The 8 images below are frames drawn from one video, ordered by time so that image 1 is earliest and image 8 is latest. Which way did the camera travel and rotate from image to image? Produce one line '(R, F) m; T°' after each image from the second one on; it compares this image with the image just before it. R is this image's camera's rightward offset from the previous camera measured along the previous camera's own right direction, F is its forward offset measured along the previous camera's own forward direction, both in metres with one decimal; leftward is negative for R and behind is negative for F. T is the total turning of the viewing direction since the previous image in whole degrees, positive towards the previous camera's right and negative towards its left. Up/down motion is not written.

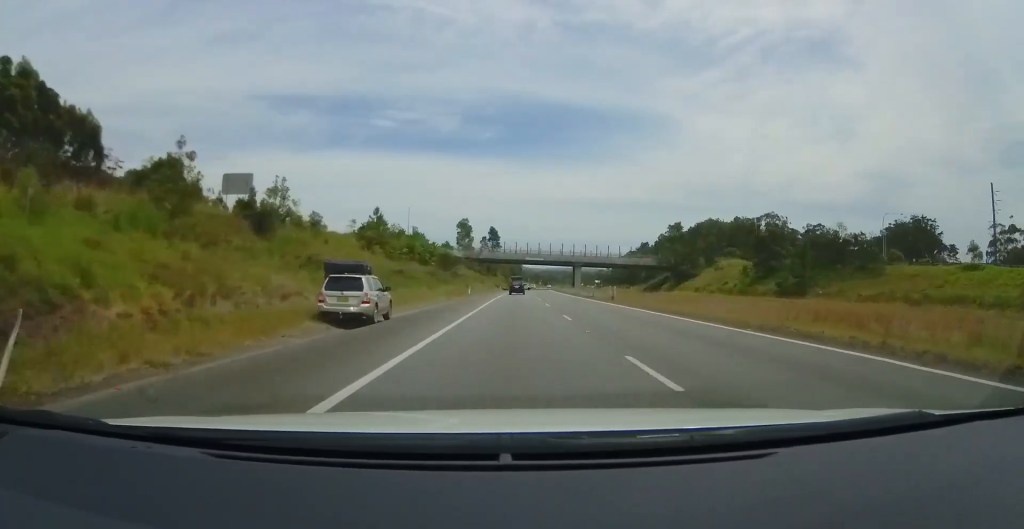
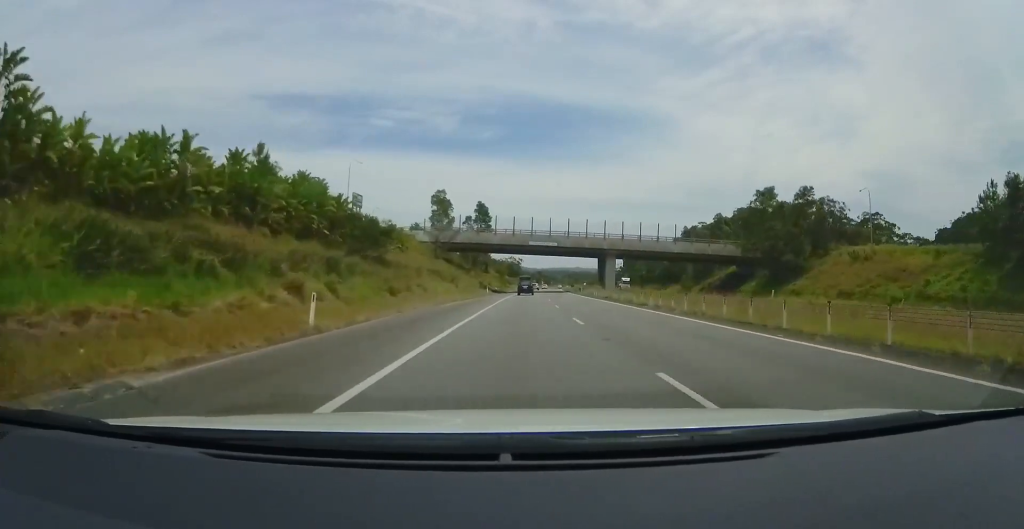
(+0.7, +50.0) m; +2°
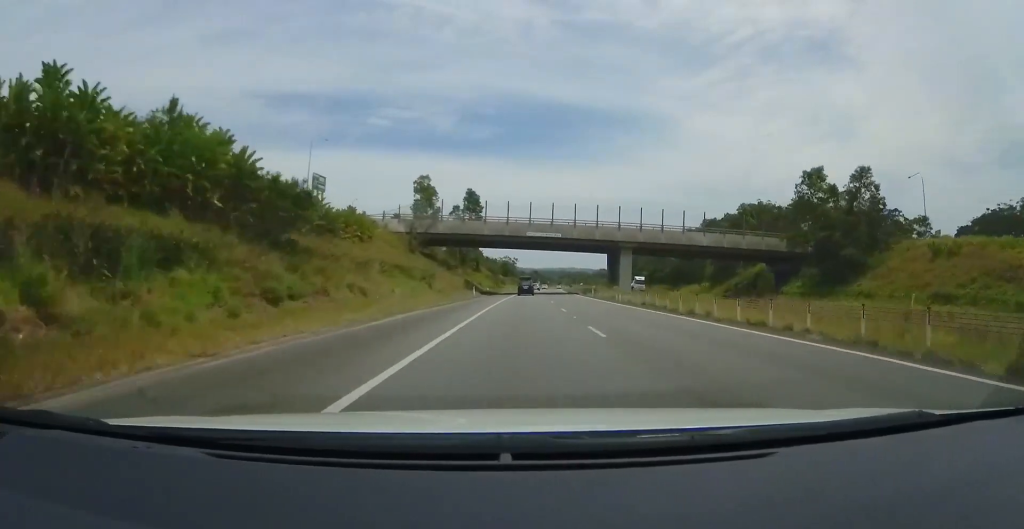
(+0.1, +15.6) m; 0°
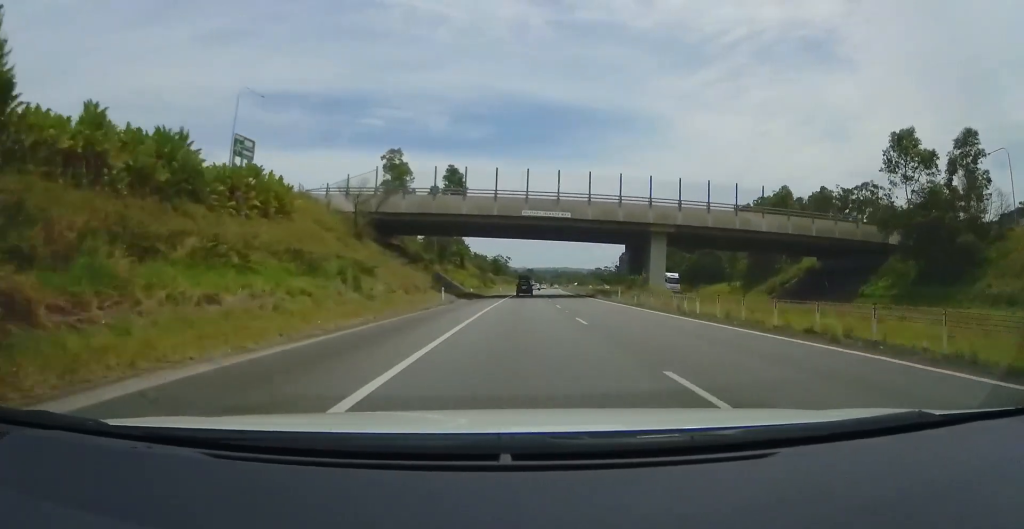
(0.0, +20.5) m; 0°
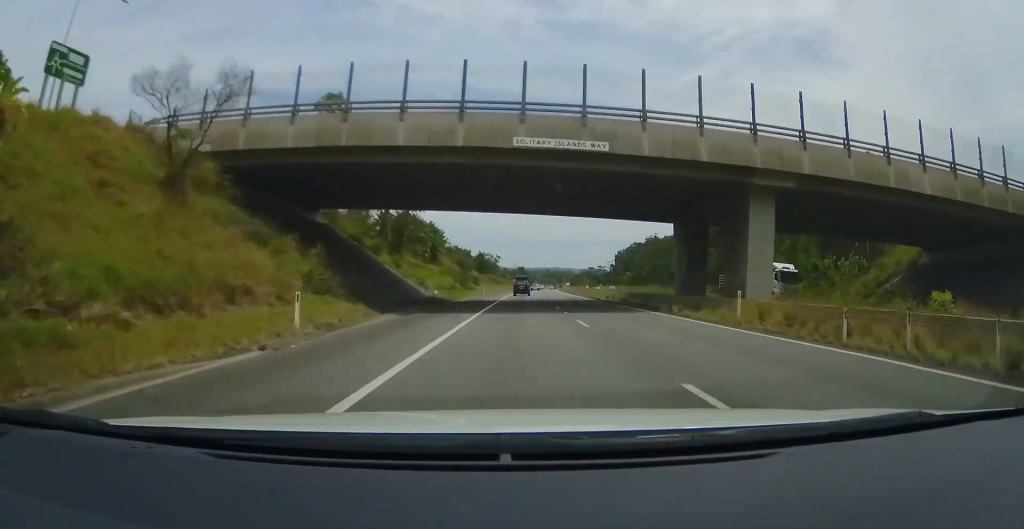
(0.0, +25.2) m; 0°
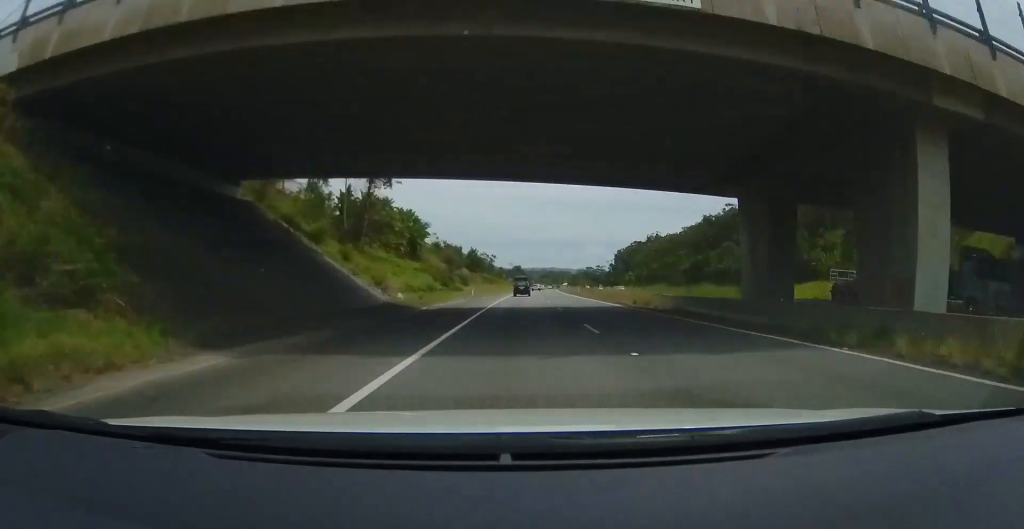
(0.0, +13.1) m; 0°
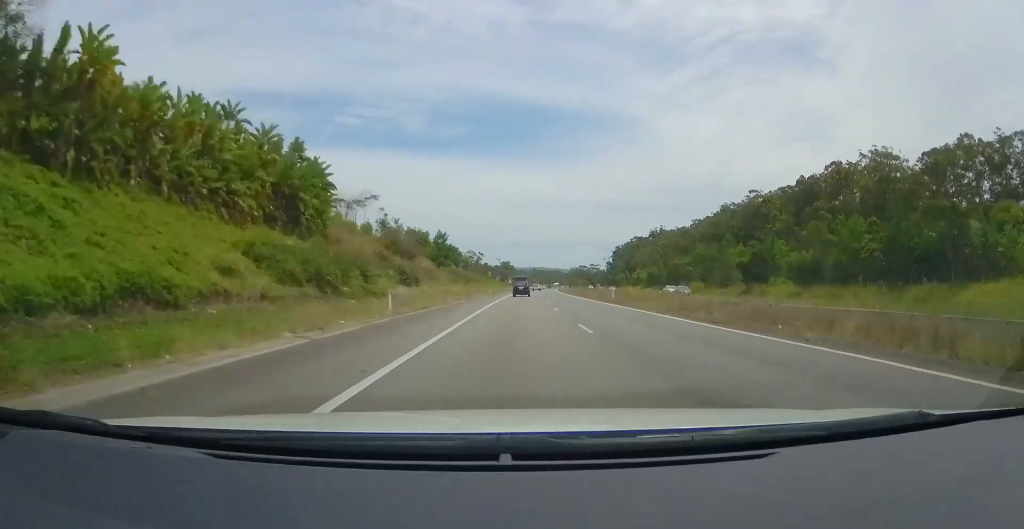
(+0.2, +35.6) m; +1°
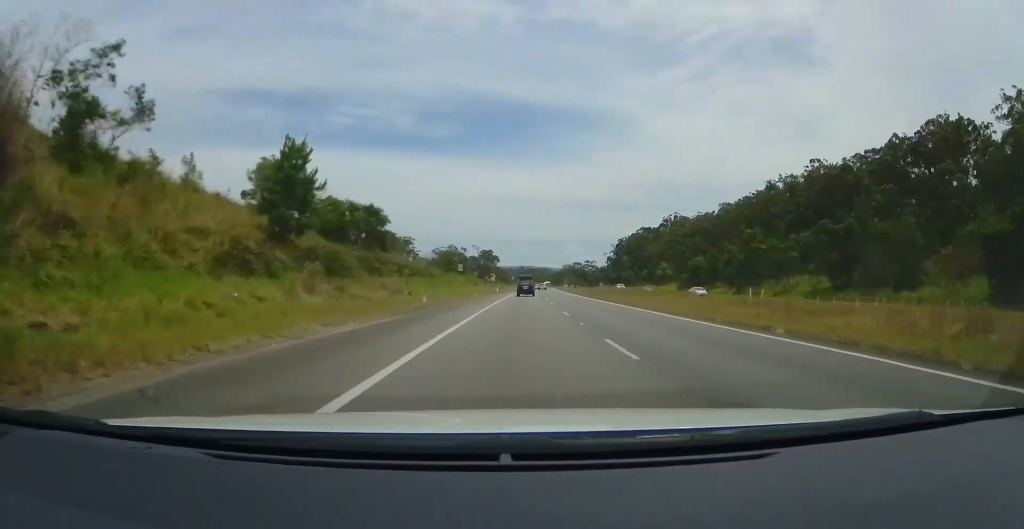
(+0.7, +53.2) m; +2°
